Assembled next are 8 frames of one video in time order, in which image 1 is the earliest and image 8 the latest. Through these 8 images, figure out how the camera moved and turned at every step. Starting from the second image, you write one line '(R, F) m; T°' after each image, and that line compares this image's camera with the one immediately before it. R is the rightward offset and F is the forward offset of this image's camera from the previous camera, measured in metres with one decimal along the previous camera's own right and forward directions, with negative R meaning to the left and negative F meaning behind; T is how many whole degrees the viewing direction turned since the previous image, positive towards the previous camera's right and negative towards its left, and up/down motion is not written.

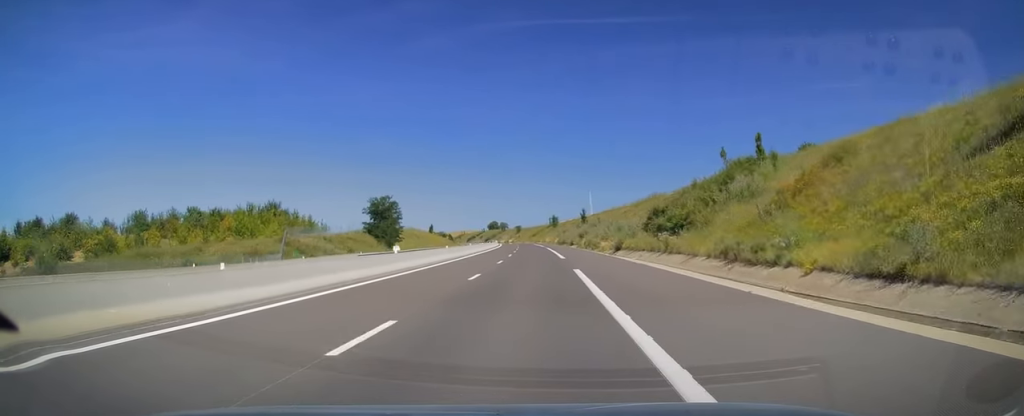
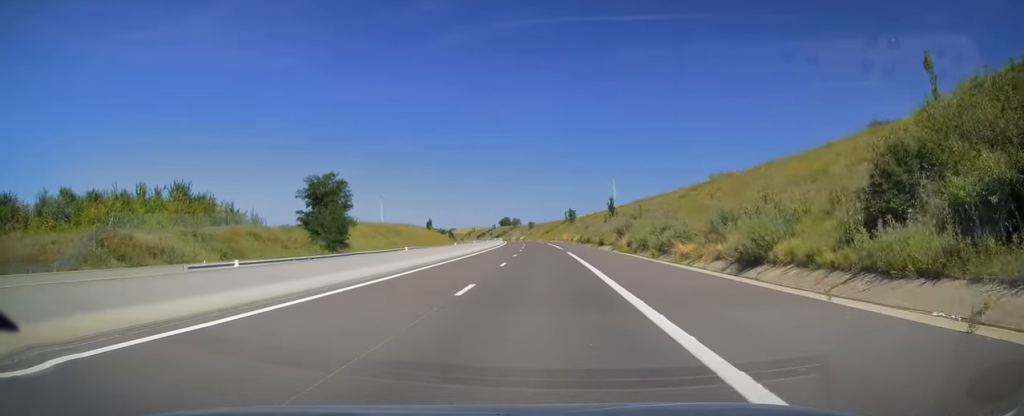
(-0.5, +32.2) m; -1°
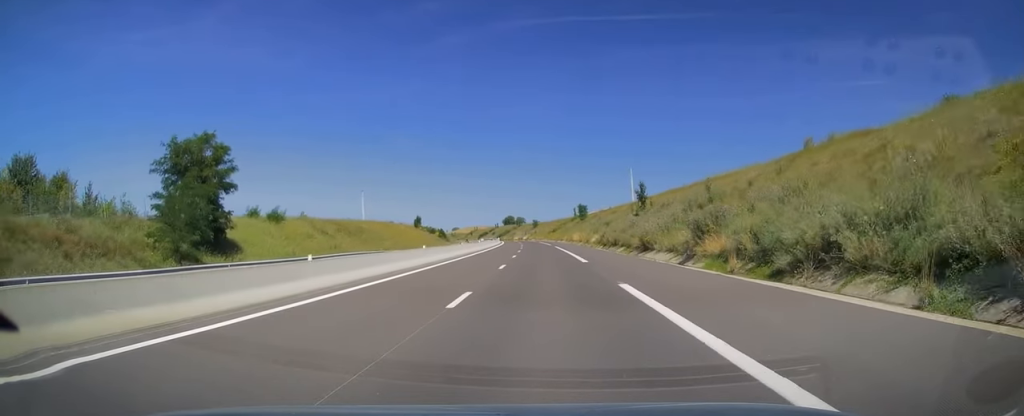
(-0.2, +28.2) m; 0°
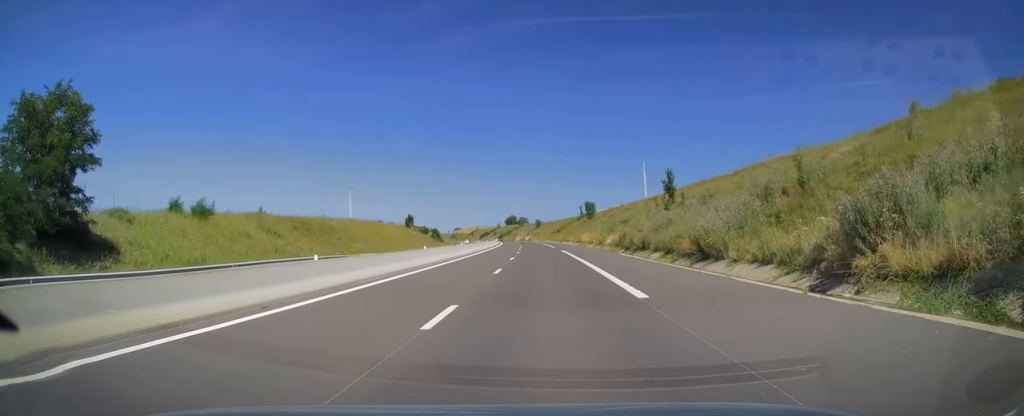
(0.0, +15.6) m; 0°
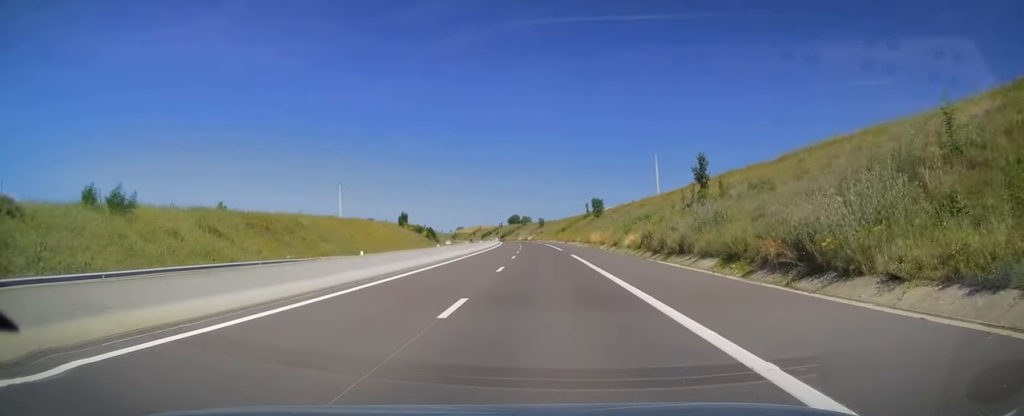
(0.0, +11.7) m; 0°
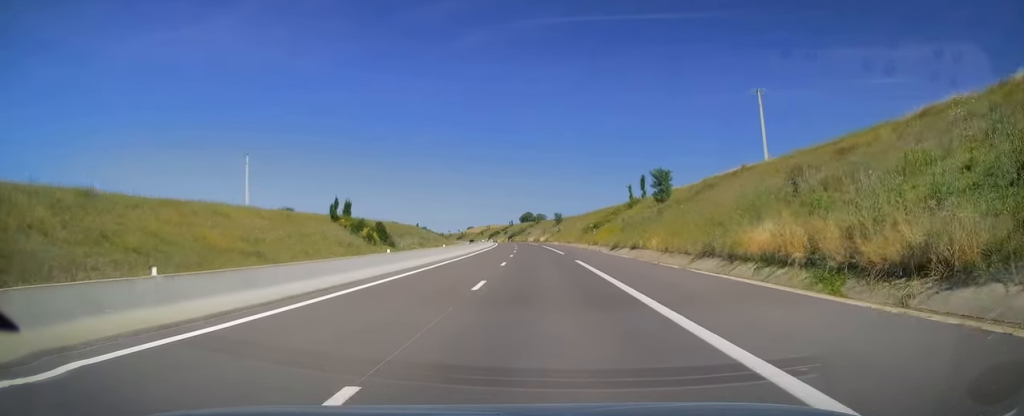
(-1.0, +59.5) m; -2°
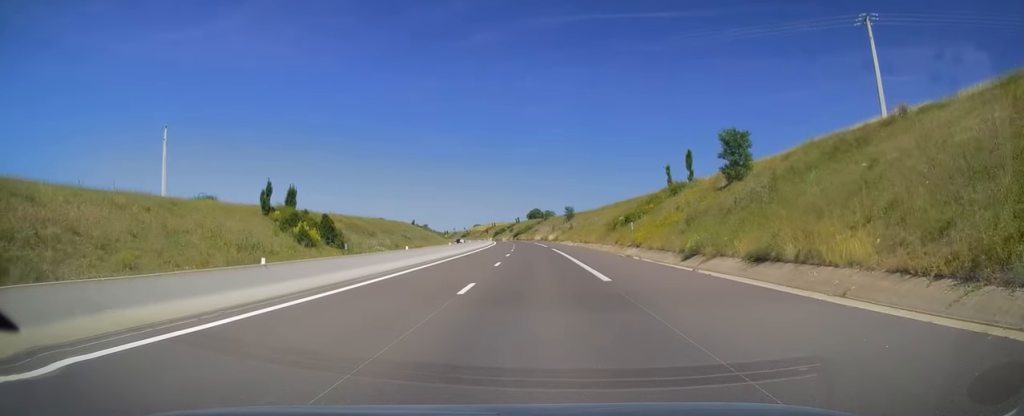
(-0.2, +27.3) m; -1°
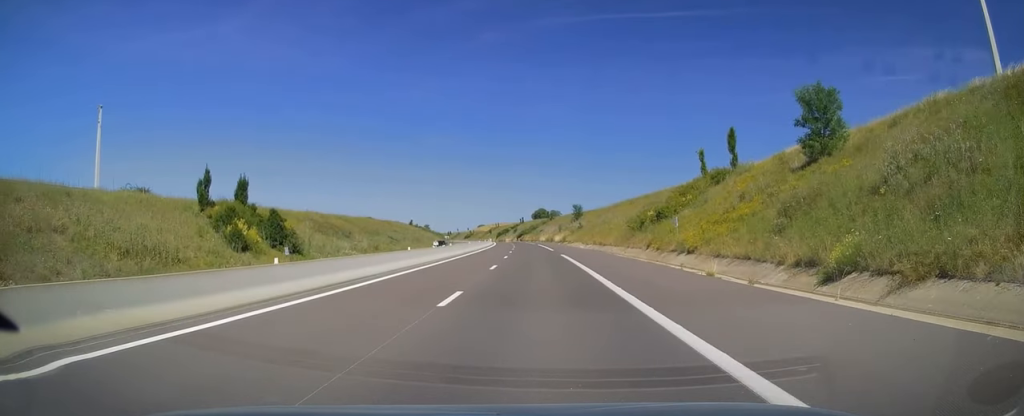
(-0.1, +15.1) m; 0°
